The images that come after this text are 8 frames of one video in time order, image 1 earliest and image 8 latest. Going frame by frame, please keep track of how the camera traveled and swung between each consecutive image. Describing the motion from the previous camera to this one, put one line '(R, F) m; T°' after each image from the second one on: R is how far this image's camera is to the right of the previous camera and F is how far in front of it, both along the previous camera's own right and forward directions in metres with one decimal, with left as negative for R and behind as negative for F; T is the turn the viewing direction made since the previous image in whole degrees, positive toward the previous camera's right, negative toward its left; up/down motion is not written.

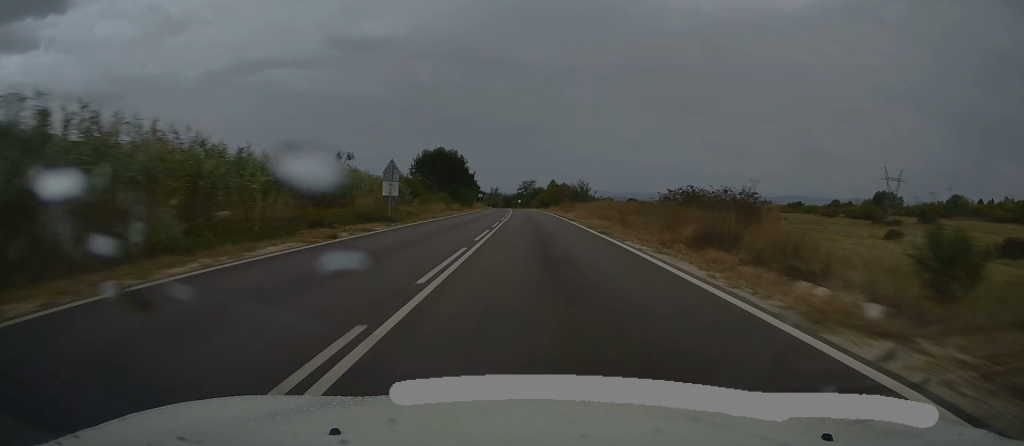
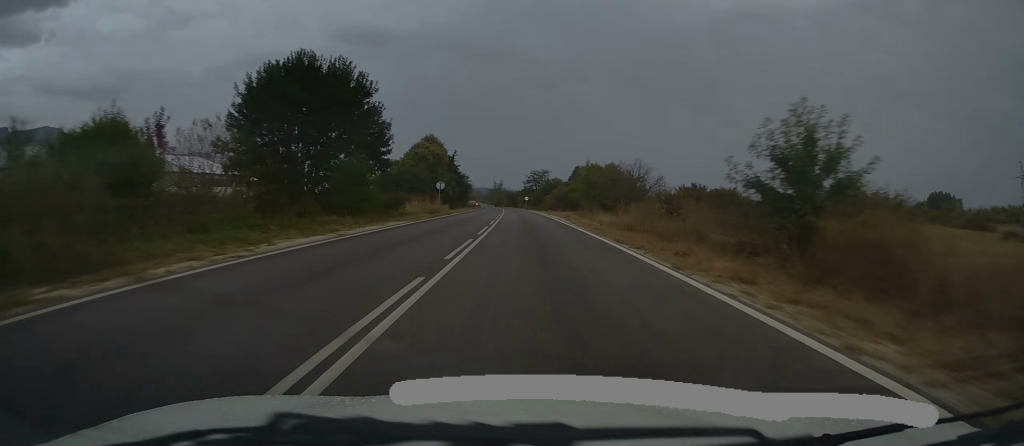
(-0.1, +57.5) m; 0°
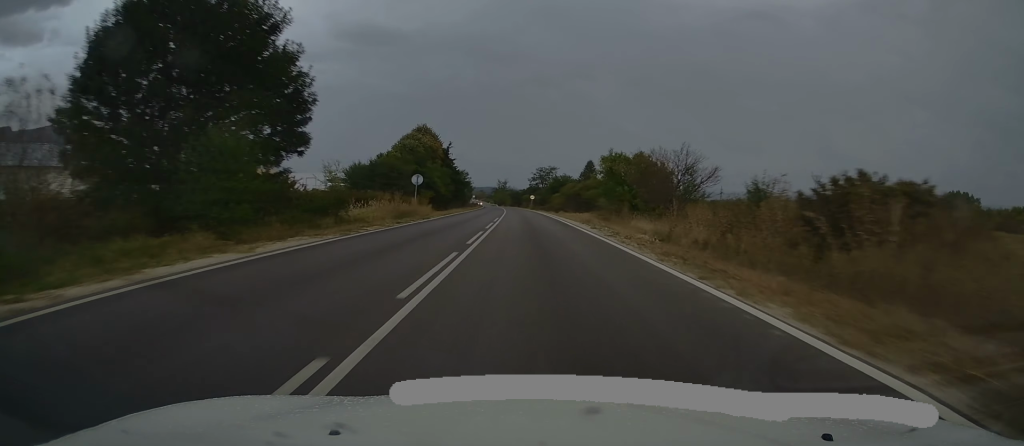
(0.0, +13.3) m; 0°
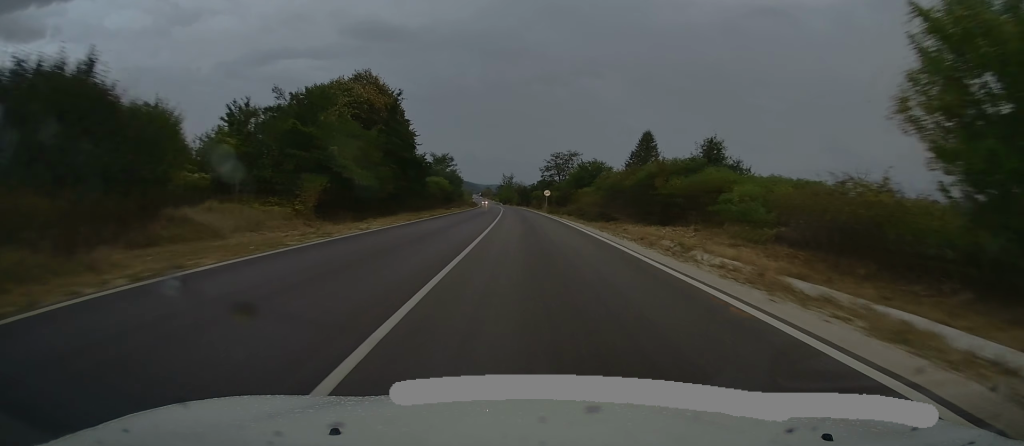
(-0.2, +40.0) m; -1°
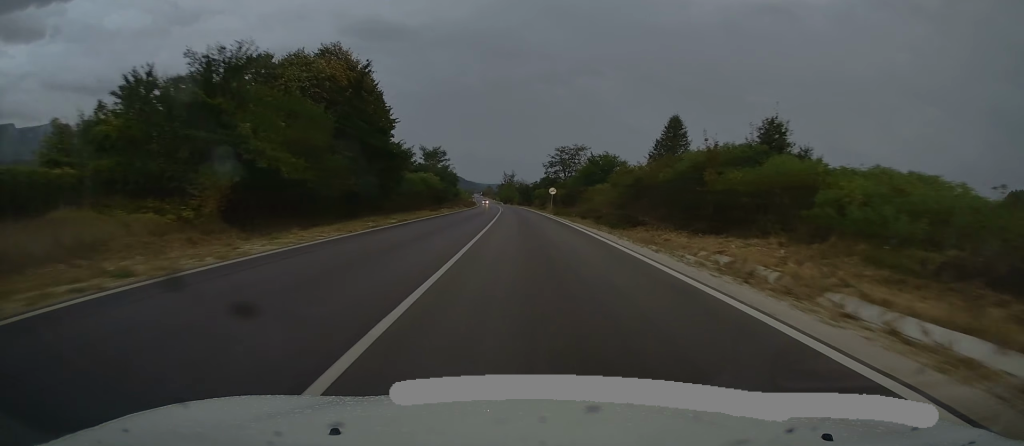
(-0.2, +10.2) m; -1°
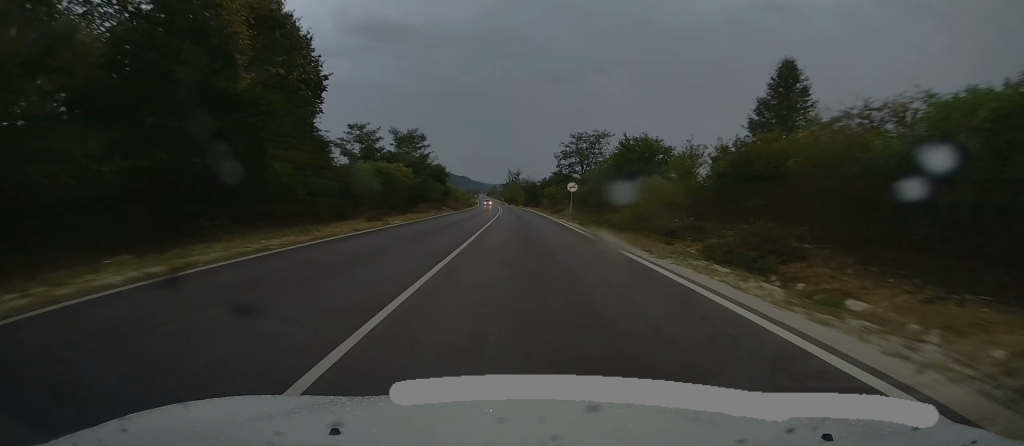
(-0.2, +20.3) m; 0°
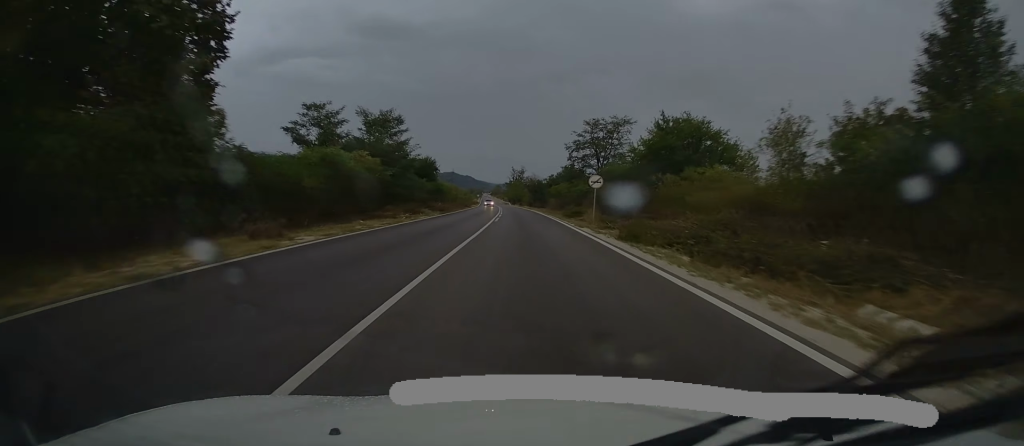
(-0.1, +12.6) m; 0°
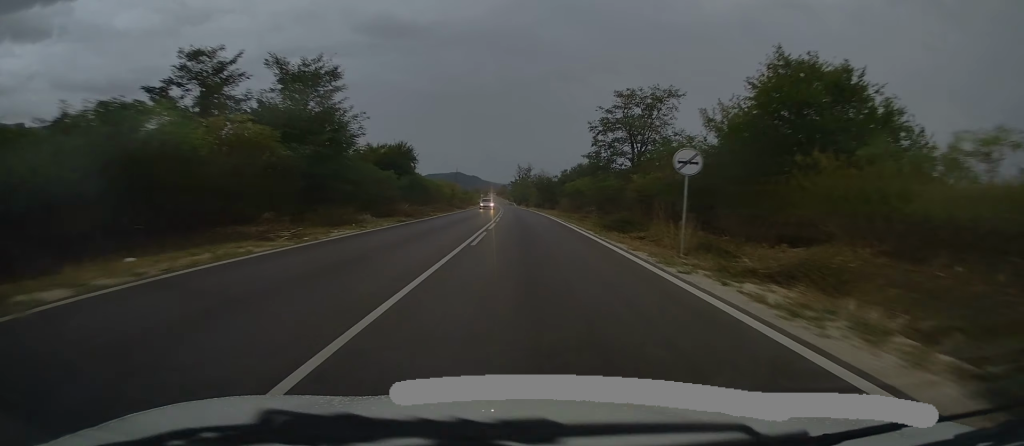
(+0.1, +17.3) m; 0°
